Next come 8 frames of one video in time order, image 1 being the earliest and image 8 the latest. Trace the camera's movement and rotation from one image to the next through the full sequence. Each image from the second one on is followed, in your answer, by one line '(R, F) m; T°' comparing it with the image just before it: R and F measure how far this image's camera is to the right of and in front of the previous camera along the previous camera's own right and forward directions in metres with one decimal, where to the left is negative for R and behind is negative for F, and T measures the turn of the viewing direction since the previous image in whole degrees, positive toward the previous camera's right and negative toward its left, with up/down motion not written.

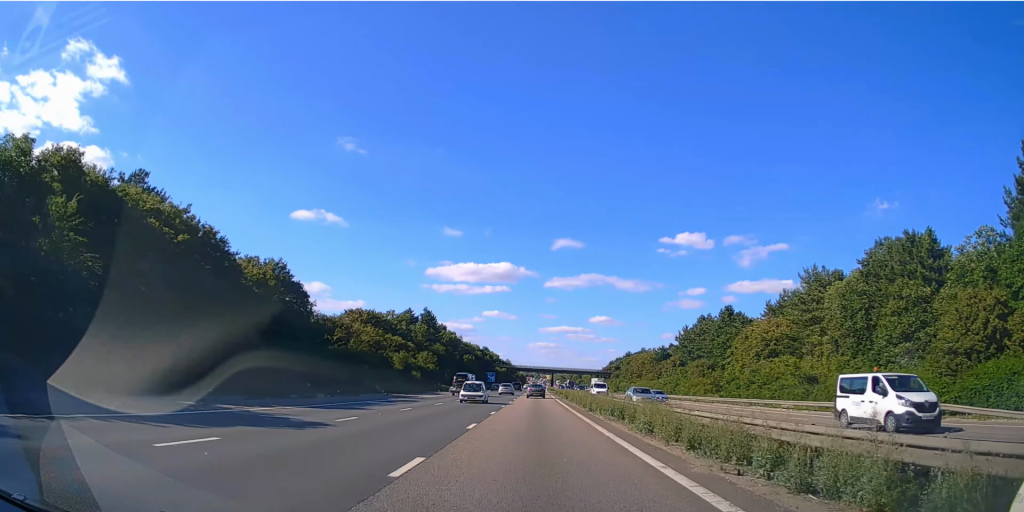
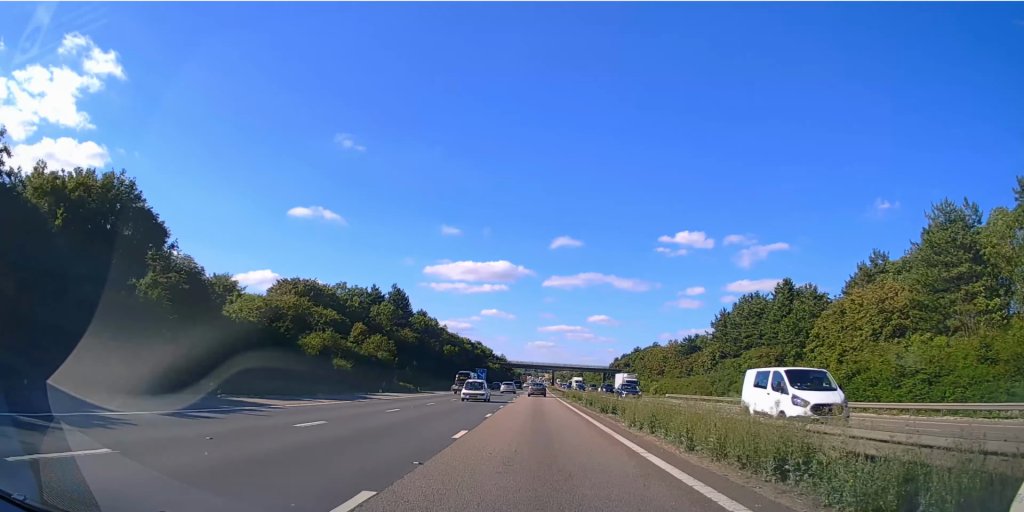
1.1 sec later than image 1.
(+0.2, +29.9) m; 0°
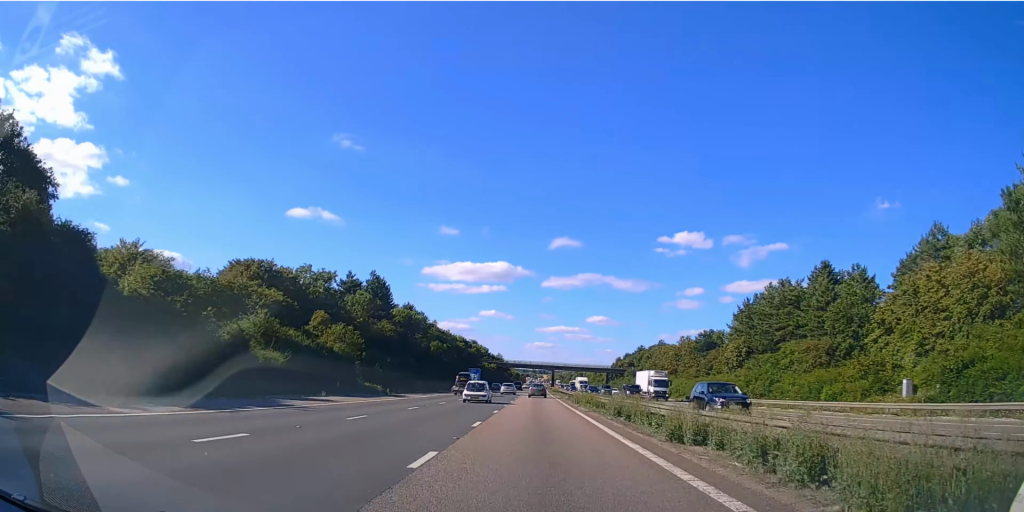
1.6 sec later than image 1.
(0.0, +13.8) m; 0°
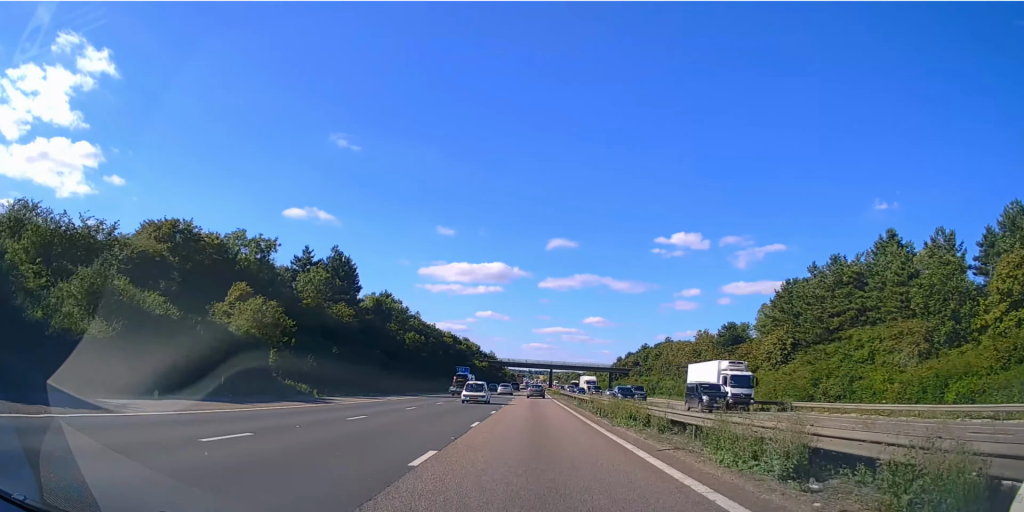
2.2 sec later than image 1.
(0.0, +17.6) m; 0°
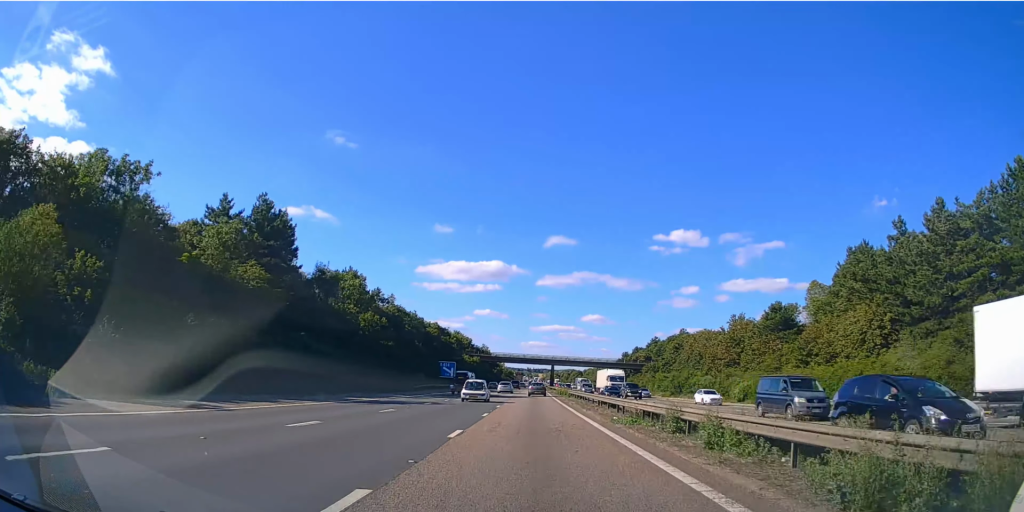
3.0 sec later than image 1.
(0.0, +22.4) m; 0°
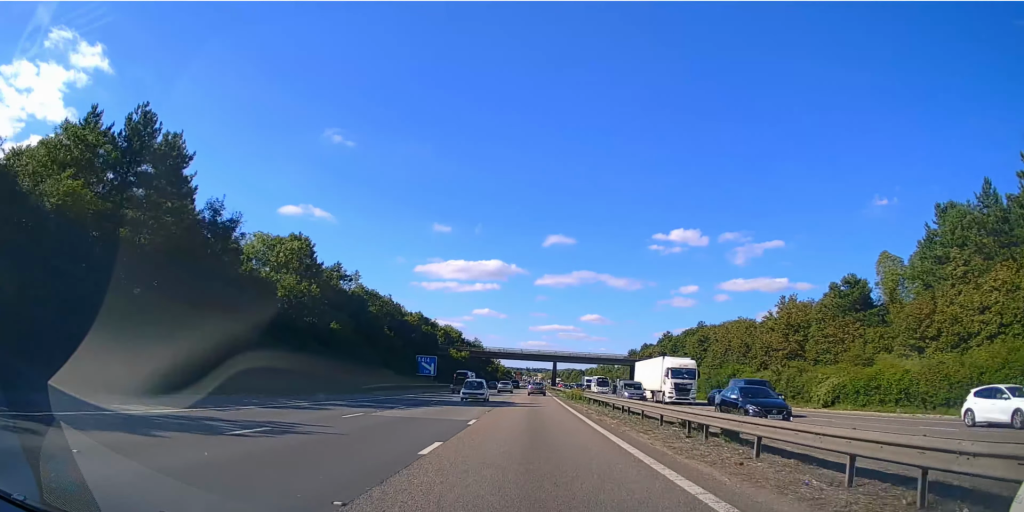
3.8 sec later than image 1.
(0.0, +20.7) m; 0°
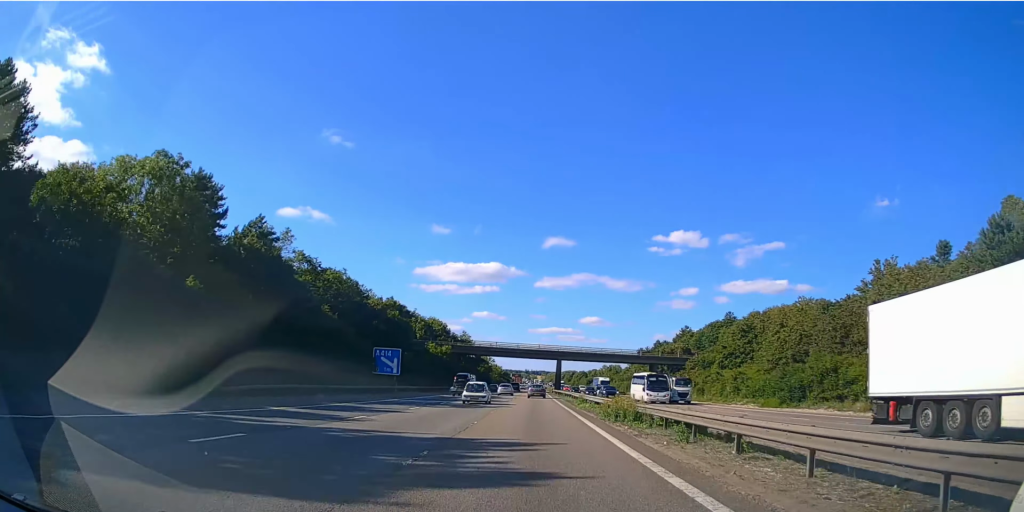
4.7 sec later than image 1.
(+0.1, +25.7) m; 0°
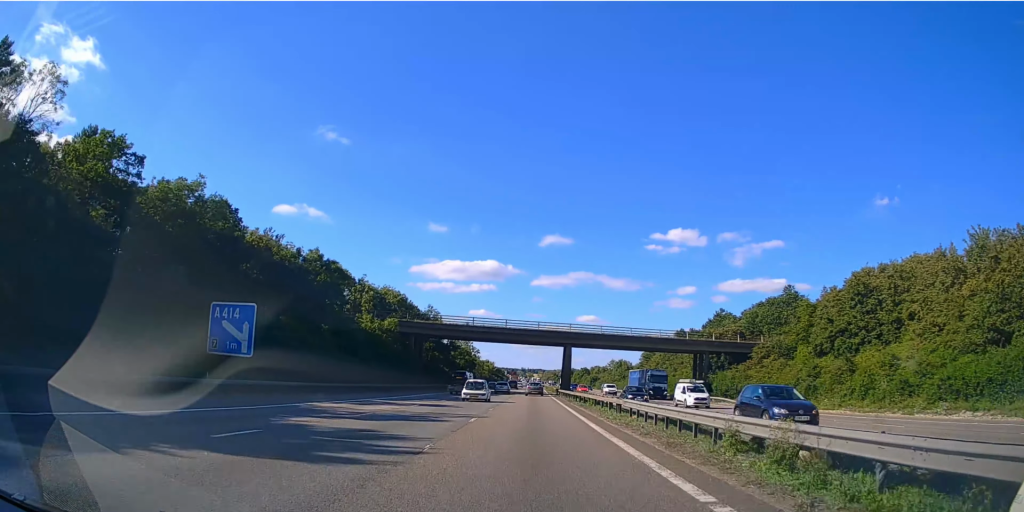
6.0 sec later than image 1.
(0.0, +38.0) m; 0°
